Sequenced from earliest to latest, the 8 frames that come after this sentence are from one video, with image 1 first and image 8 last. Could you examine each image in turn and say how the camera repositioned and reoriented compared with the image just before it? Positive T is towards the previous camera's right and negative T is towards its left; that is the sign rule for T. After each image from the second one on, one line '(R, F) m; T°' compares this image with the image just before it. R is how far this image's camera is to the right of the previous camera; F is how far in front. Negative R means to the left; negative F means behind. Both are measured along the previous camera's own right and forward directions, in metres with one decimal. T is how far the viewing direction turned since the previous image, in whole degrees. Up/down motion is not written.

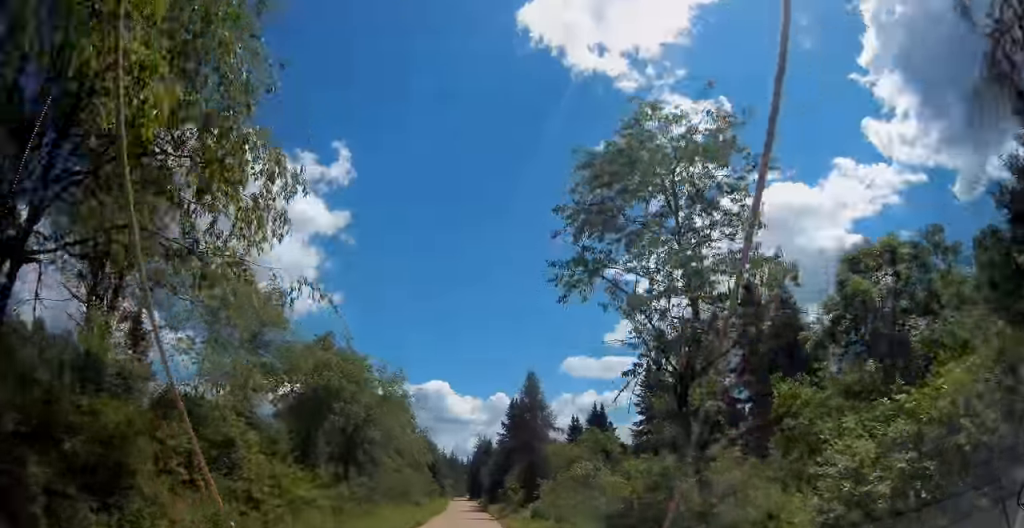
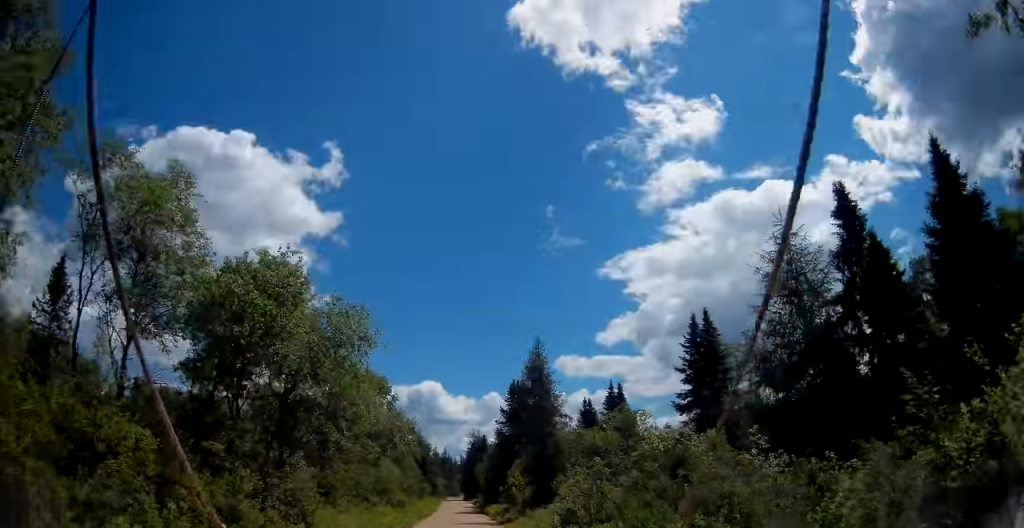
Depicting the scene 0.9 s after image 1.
(-0.2, +10.1) m; +1°
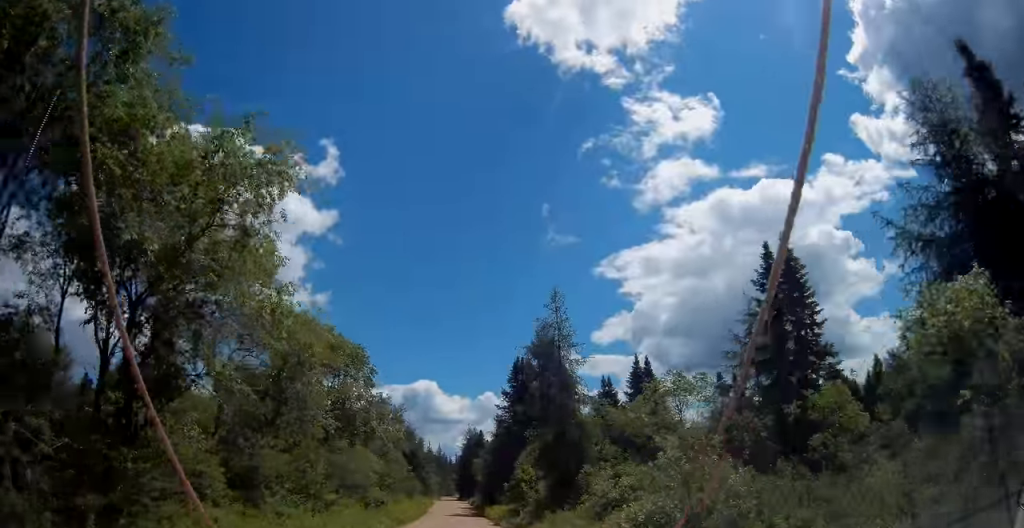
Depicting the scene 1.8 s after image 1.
(+0.4, +9.4) m; +4°
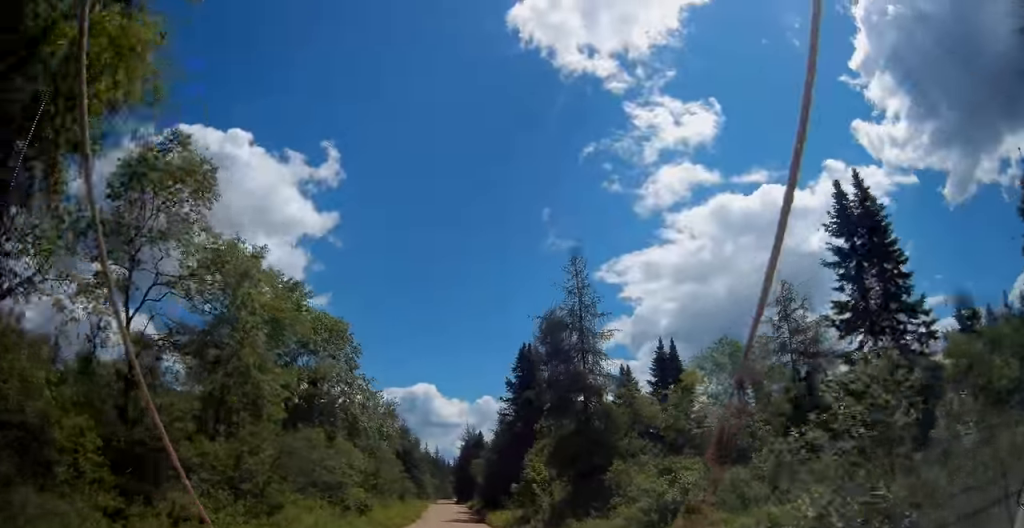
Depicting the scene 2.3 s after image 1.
(+0.2, +5.9) m; 0°
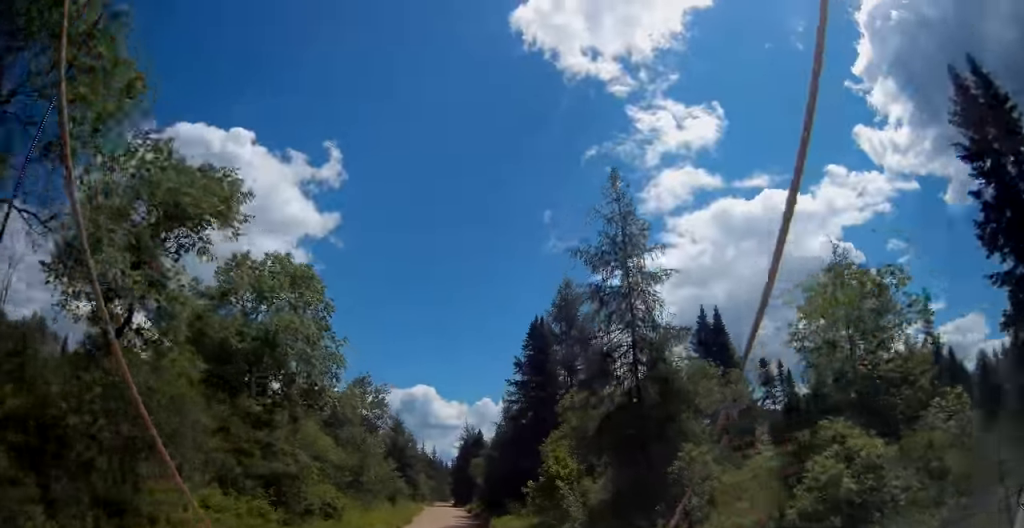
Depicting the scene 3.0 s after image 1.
(0.0, +7.4) m; -1°
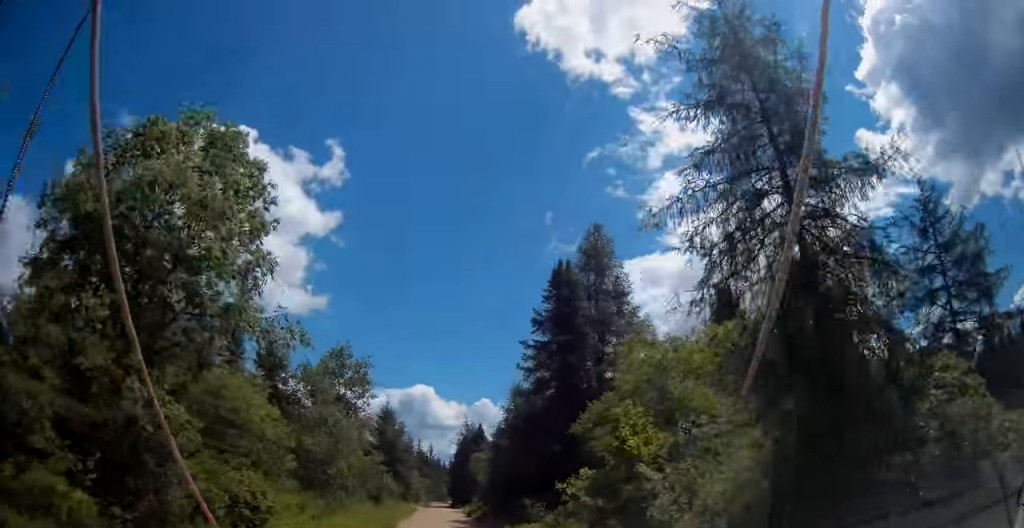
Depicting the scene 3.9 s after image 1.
(-0.2, +9.8) m; -1°
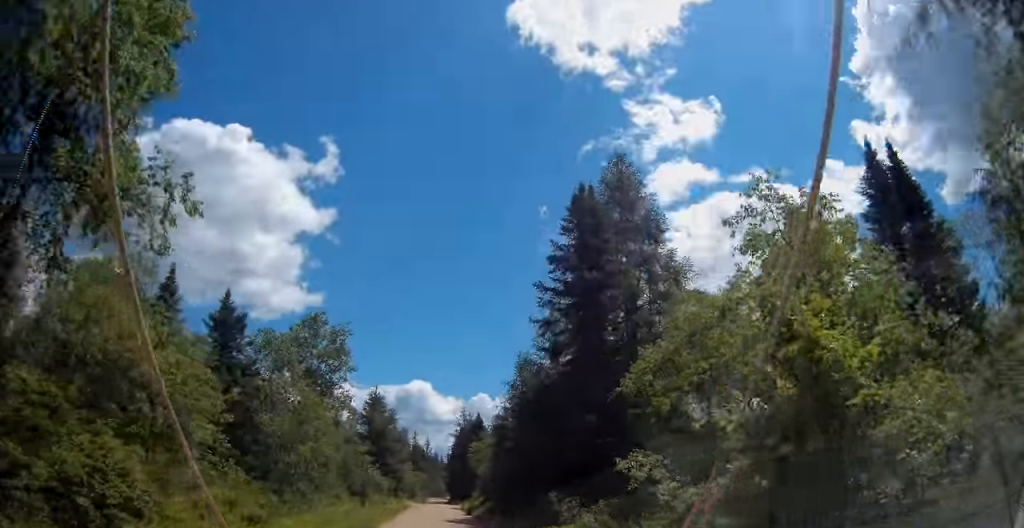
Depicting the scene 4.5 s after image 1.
(+0.1, +7.2) m; 0°
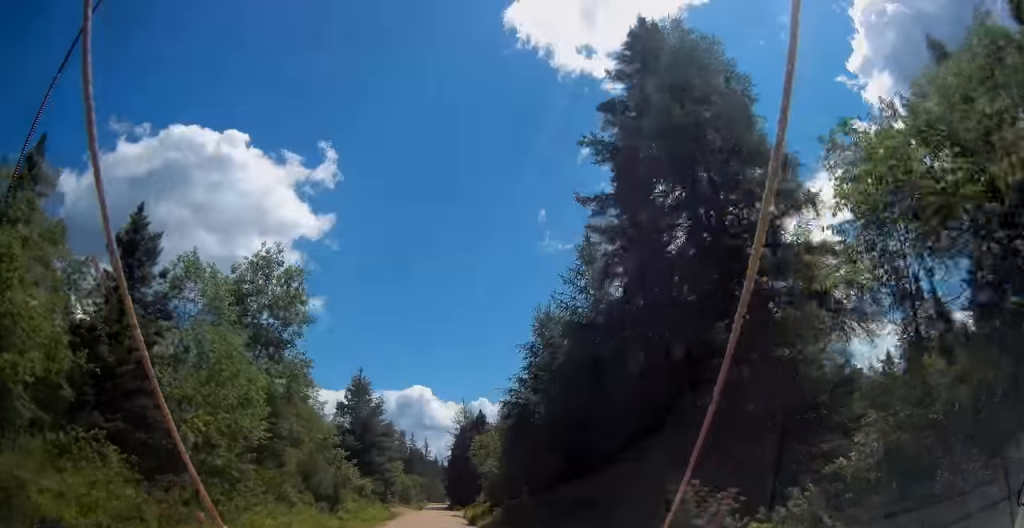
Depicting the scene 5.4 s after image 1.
(-0.1, +9.8) m; 0°
